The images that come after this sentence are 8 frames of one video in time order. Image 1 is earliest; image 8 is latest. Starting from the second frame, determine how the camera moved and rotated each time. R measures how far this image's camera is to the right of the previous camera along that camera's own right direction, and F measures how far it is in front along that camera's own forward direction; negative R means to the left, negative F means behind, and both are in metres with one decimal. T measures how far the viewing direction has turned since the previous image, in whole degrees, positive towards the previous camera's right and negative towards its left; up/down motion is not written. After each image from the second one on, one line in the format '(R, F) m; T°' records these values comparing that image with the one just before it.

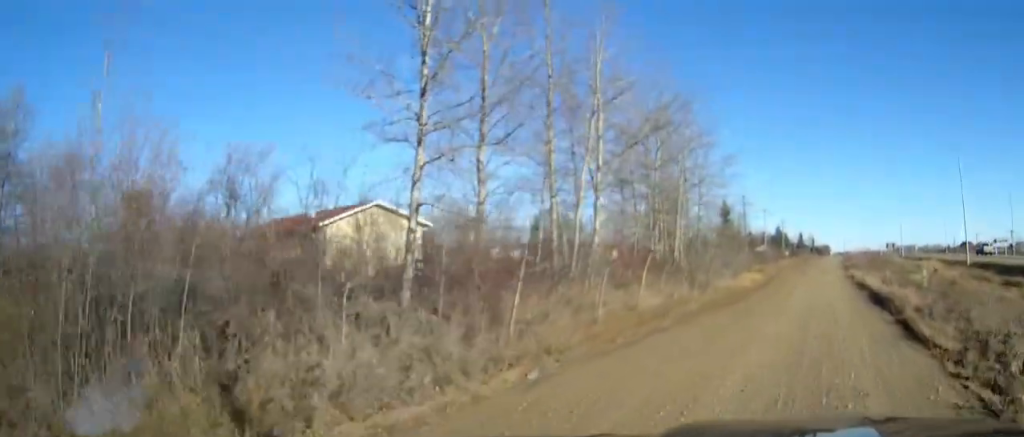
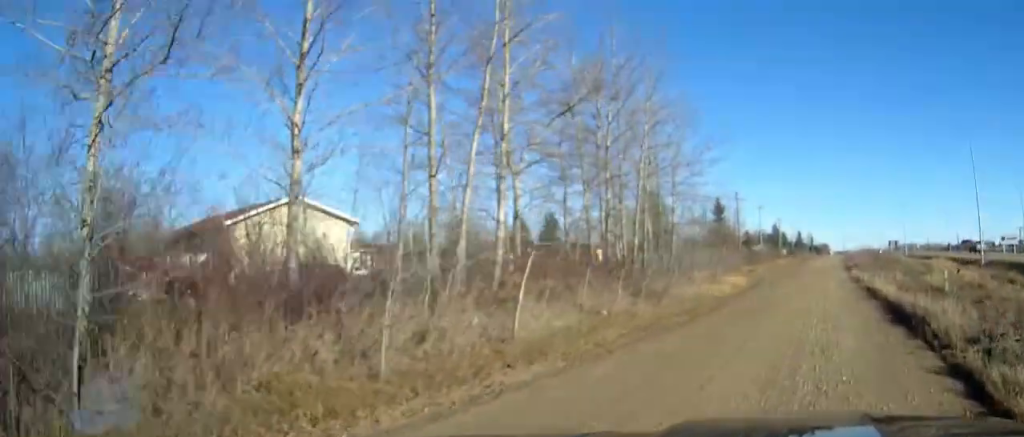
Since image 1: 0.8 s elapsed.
(0.0, +7.8) m; 0°
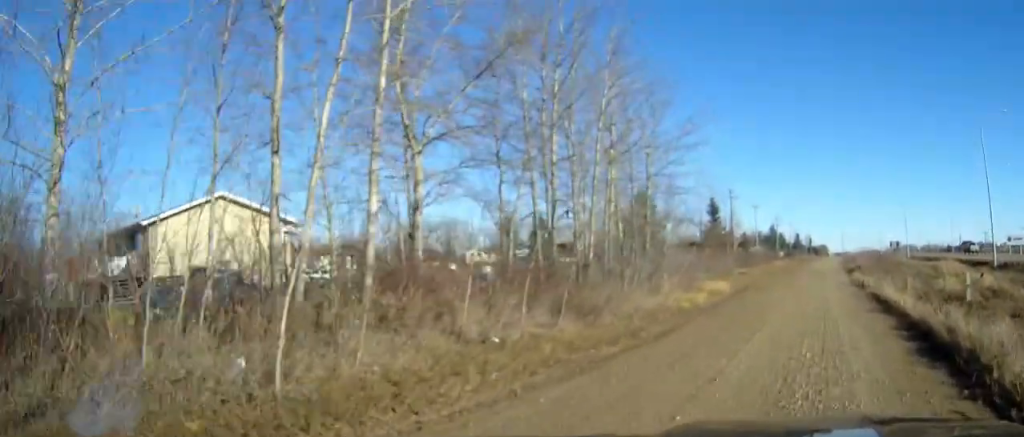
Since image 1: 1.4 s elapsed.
(0.0, +5.6) m; 0°
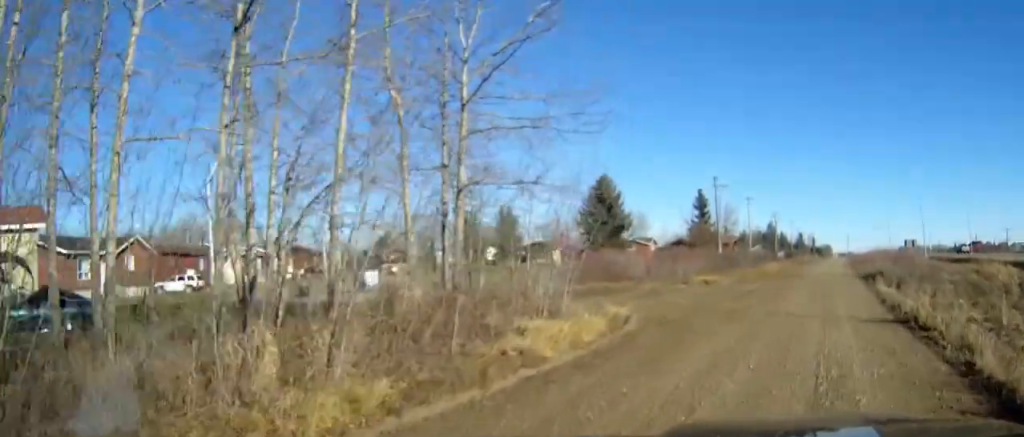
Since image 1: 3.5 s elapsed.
(0.0, +18.9) m; 0°
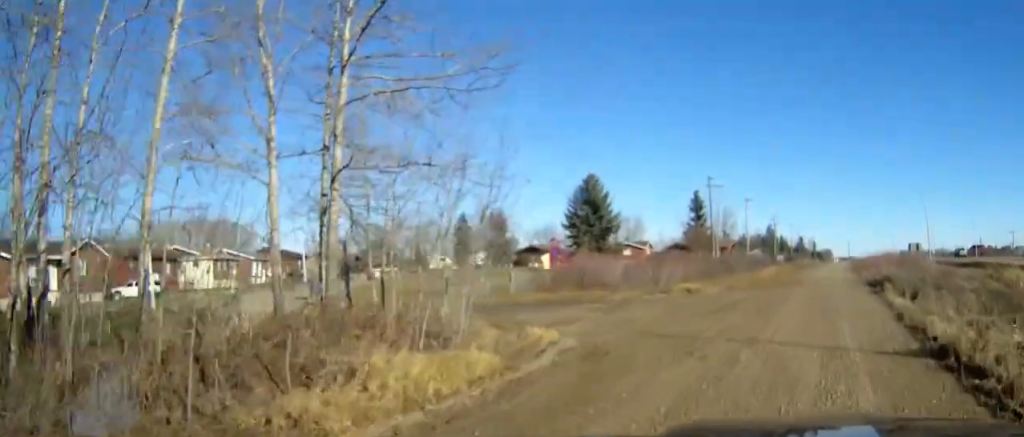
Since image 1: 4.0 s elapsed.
(0.0, +4.9) m; 0°
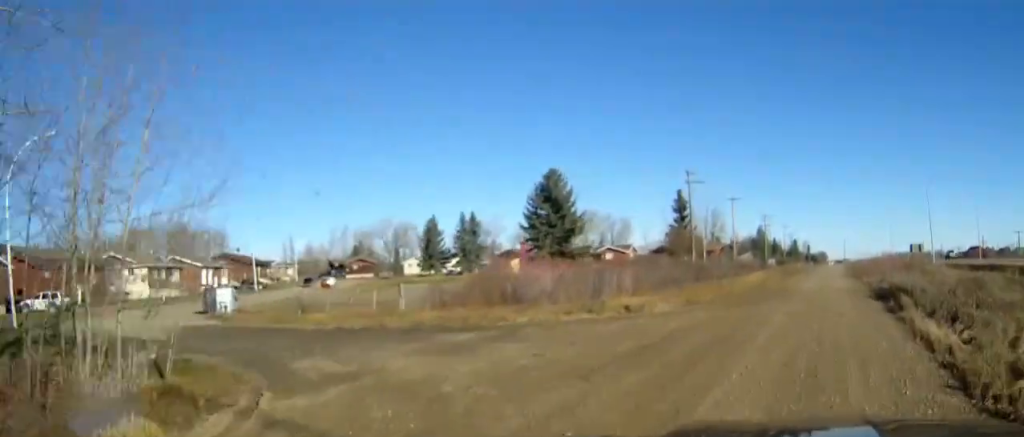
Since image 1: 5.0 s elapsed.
(0.0, +9.1) m; 0°
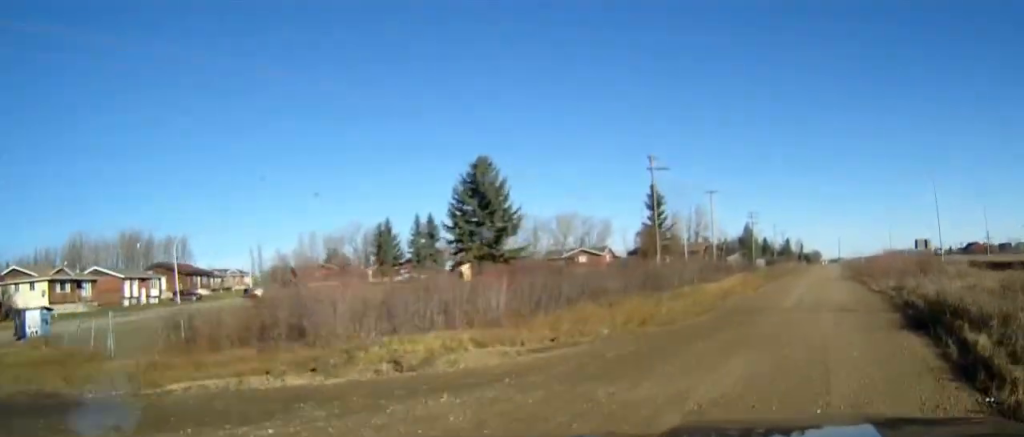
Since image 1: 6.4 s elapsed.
(+0.1, +12.9) m; +1°
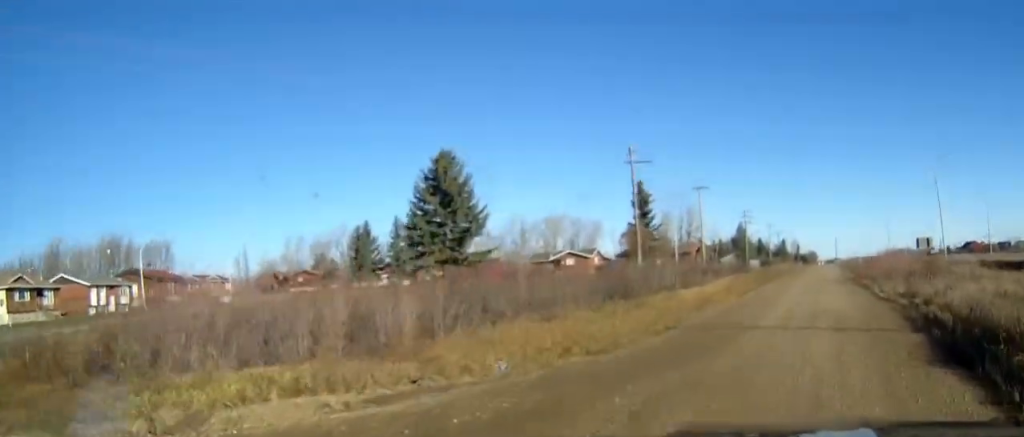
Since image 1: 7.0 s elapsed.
(0.0, +5.1) m; 0°
